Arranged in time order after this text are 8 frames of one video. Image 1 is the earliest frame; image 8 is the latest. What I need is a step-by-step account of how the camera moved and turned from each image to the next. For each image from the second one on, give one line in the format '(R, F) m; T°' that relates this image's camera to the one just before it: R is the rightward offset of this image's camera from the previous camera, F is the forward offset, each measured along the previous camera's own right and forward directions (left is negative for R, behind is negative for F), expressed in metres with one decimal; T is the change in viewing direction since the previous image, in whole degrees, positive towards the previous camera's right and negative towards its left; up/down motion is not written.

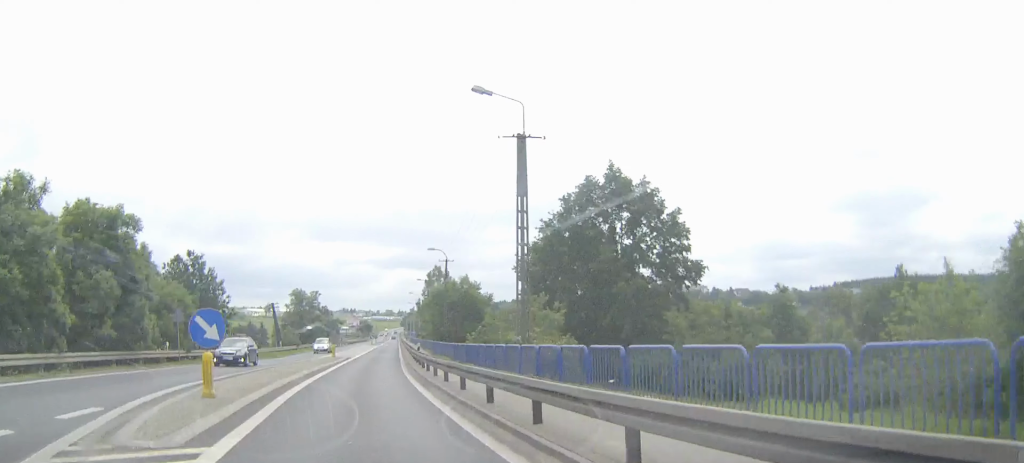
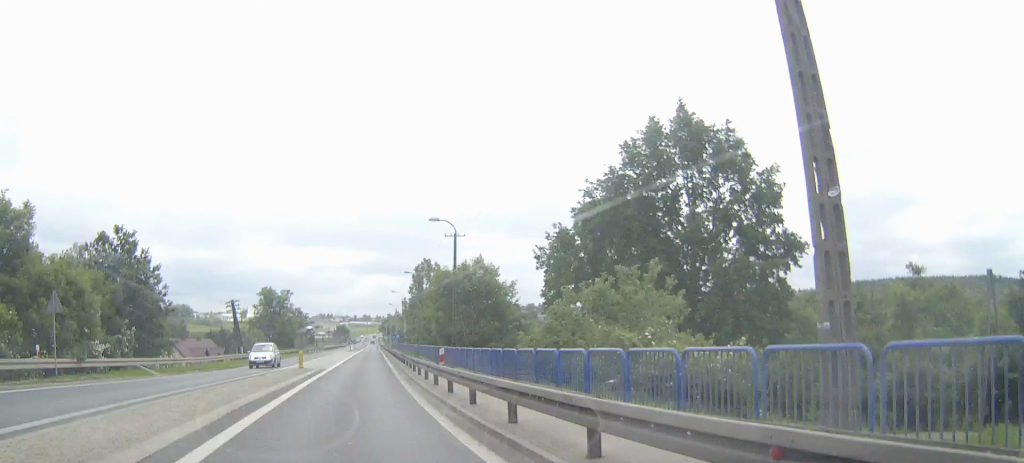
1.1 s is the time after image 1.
(+0.2, +15.1) m; +2°
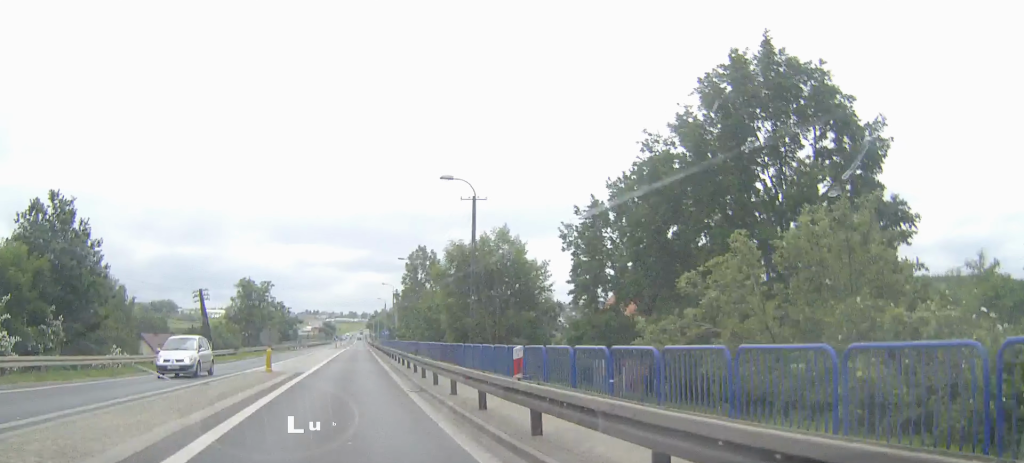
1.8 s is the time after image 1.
(+0.1, +10.4) m; +1°
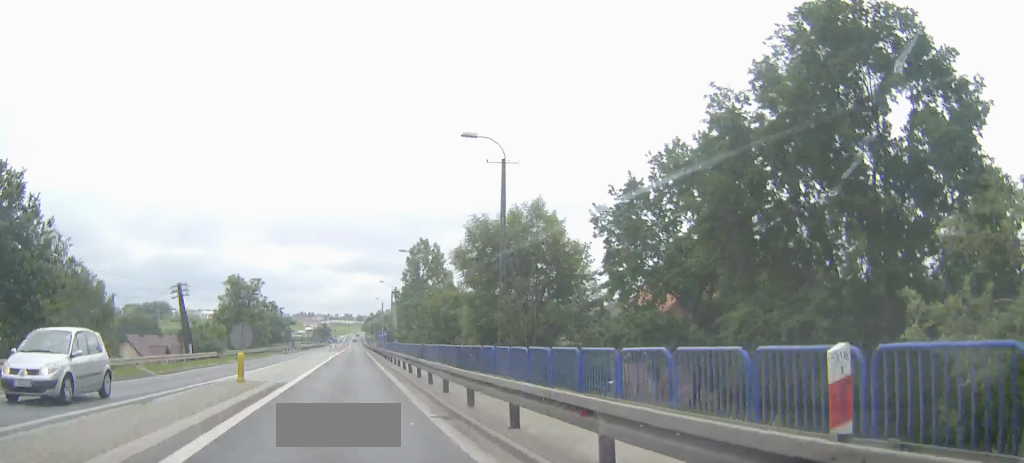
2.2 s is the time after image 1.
(+0.1, +6.4) m; +1°
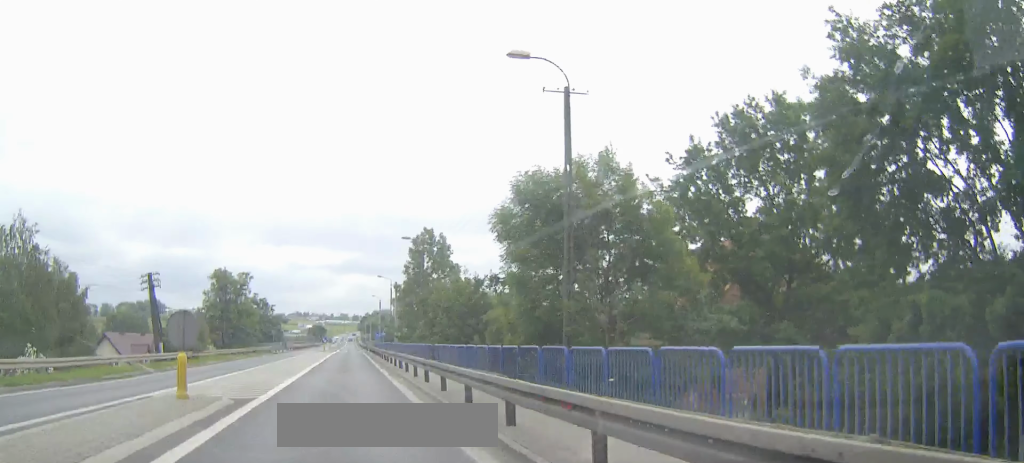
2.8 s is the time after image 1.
(+0.1, +8.3) m; +1°
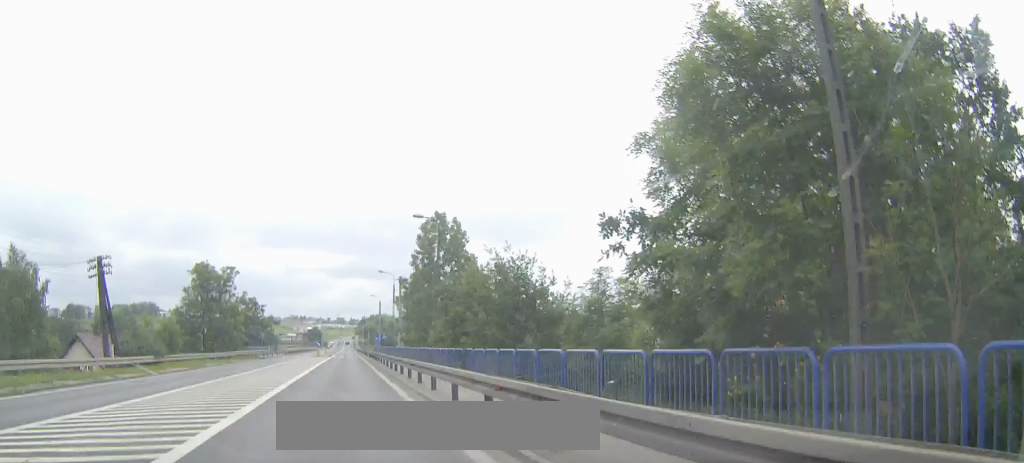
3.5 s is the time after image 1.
(0.0, +10.1) m; +1°
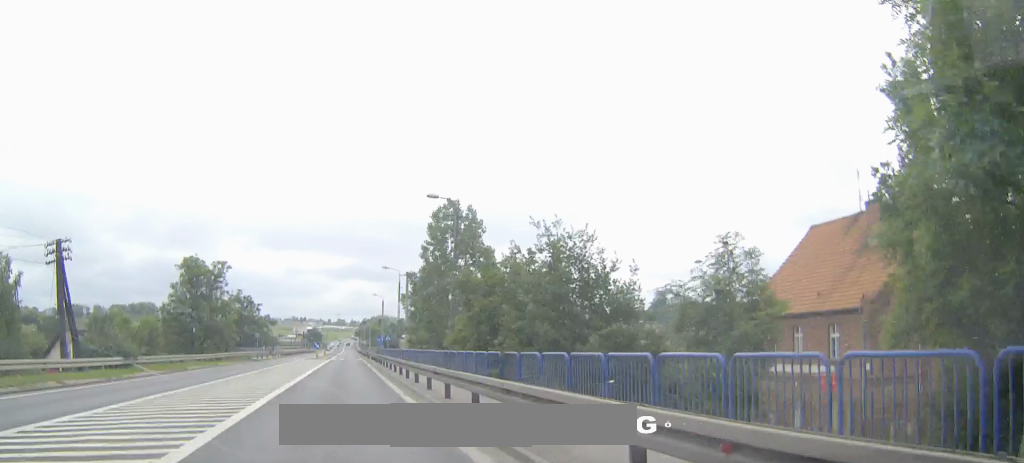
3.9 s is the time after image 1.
(0.0, +6.7) m; 0°
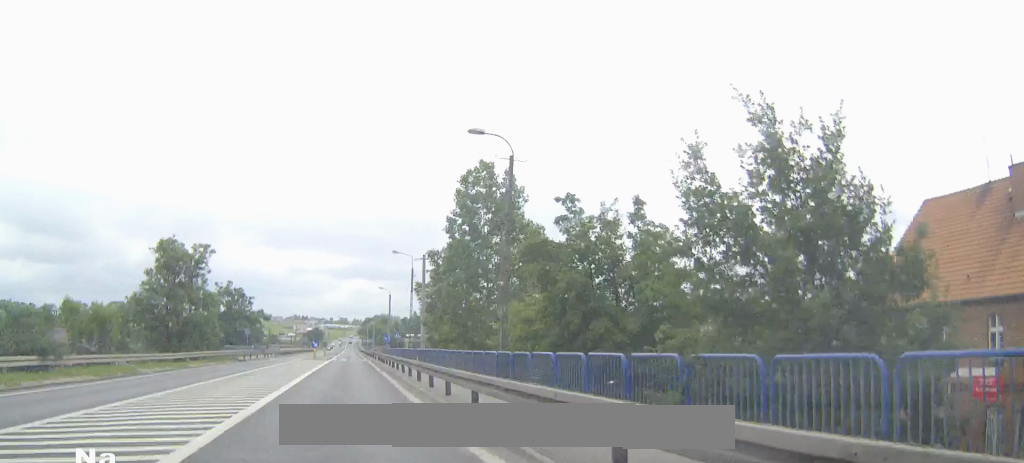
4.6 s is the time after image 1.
(0.0, +11.0) m; 0°
